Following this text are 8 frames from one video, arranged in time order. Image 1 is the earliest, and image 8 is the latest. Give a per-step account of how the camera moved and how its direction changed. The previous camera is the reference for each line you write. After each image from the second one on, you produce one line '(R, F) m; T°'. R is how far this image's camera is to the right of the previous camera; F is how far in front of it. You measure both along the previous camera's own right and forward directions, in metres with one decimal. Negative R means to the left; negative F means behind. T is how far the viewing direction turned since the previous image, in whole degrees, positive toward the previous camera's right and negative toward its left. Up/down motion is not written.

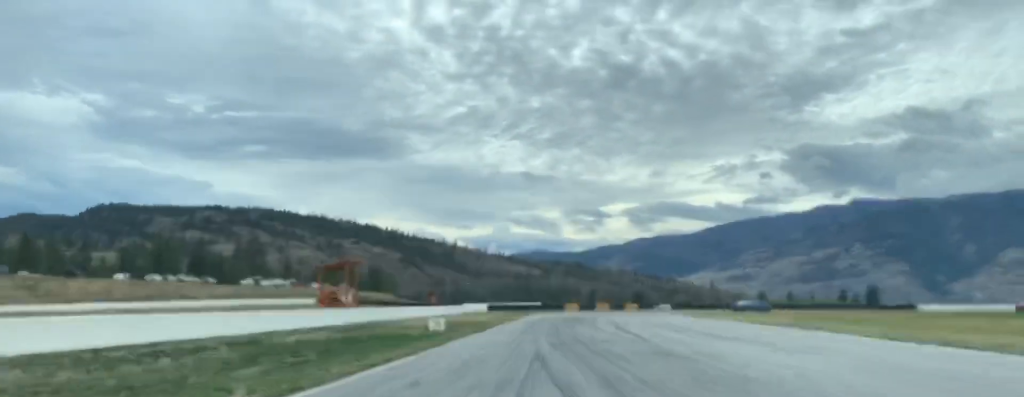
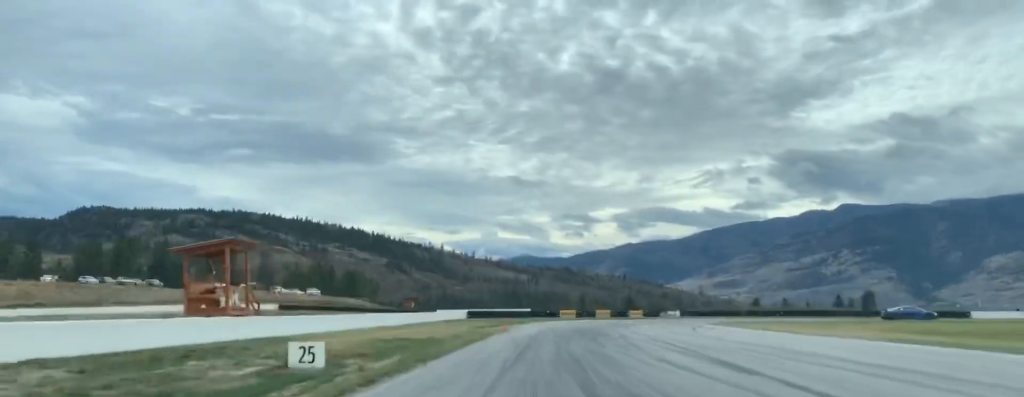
(+0.3, +17.4) m; +1°
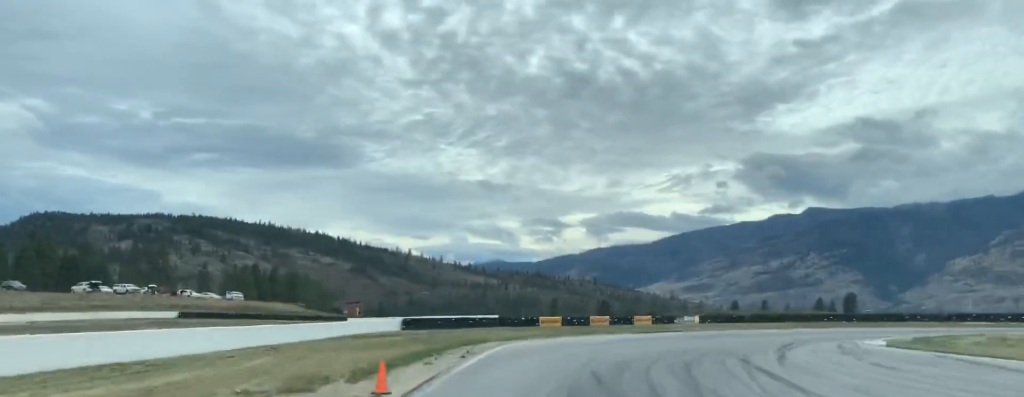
(+0.6, +32.0) m; +4°
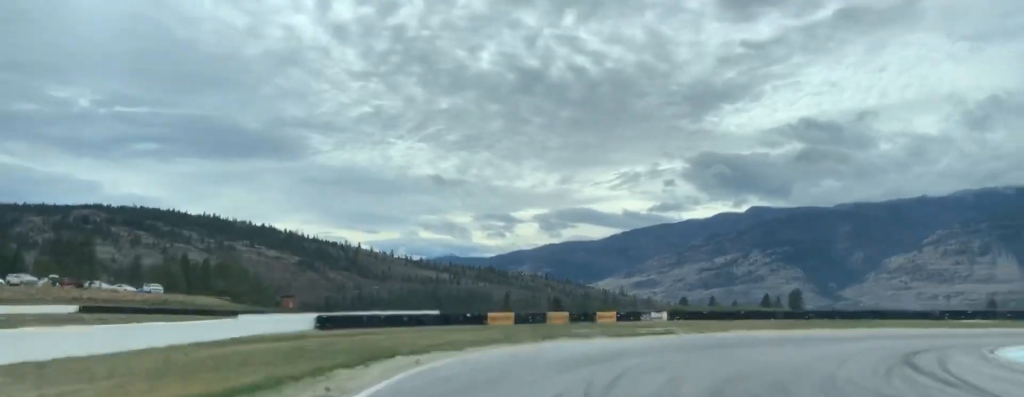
(+0.1, +13.4) m; +5°
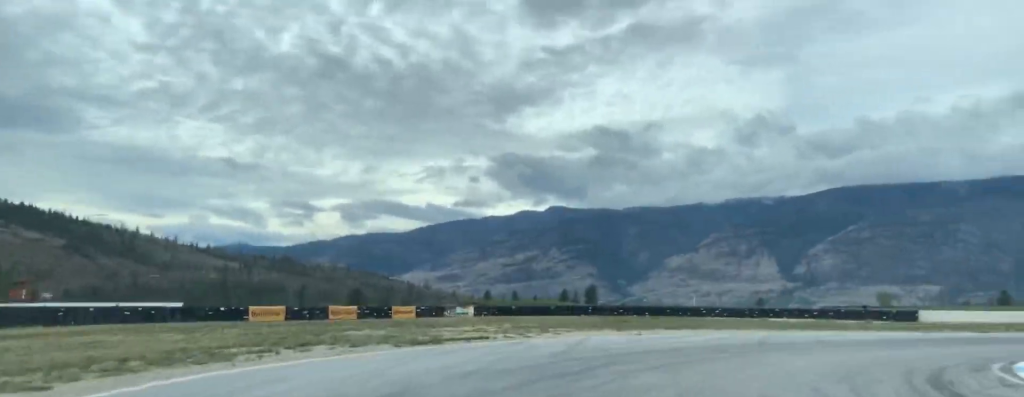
(+0.4, +12.4) m; +9°
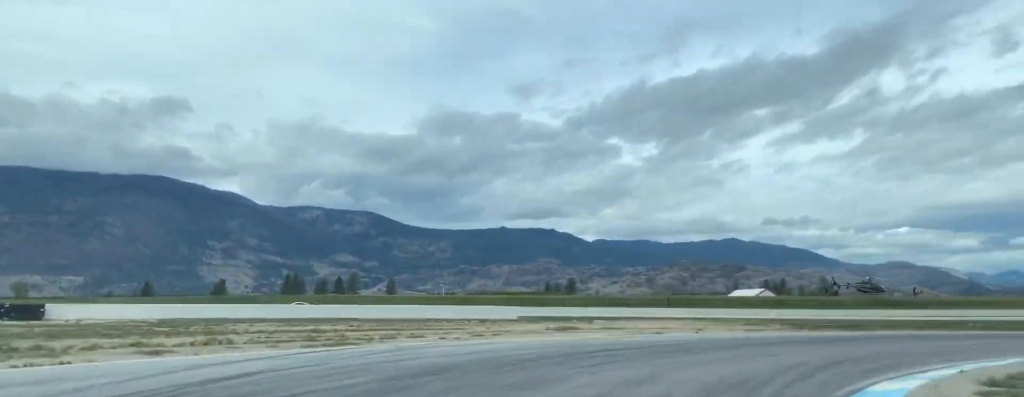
(+8.2, +22.5) m; +50°
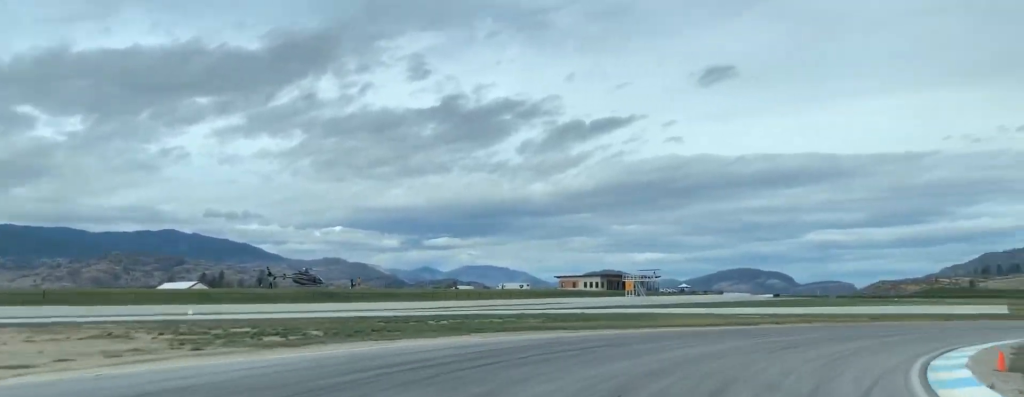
(+9.9, +18.5) m; +48°
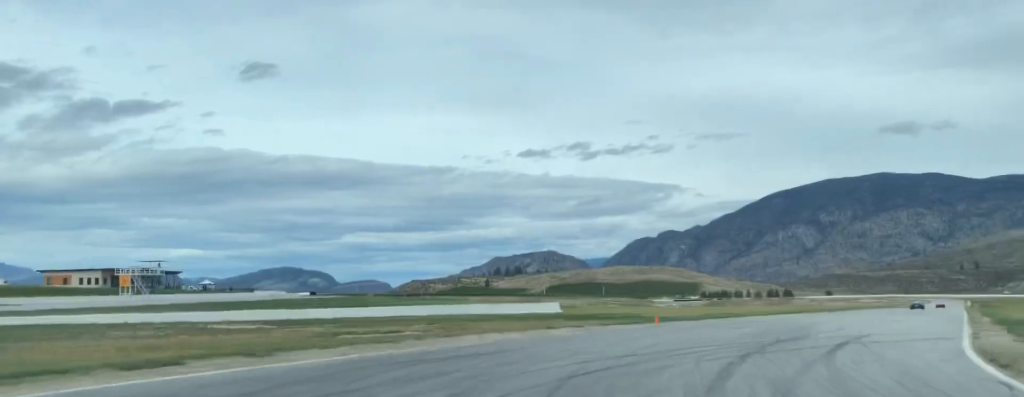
(+7.9, +26.2) m; +31°
